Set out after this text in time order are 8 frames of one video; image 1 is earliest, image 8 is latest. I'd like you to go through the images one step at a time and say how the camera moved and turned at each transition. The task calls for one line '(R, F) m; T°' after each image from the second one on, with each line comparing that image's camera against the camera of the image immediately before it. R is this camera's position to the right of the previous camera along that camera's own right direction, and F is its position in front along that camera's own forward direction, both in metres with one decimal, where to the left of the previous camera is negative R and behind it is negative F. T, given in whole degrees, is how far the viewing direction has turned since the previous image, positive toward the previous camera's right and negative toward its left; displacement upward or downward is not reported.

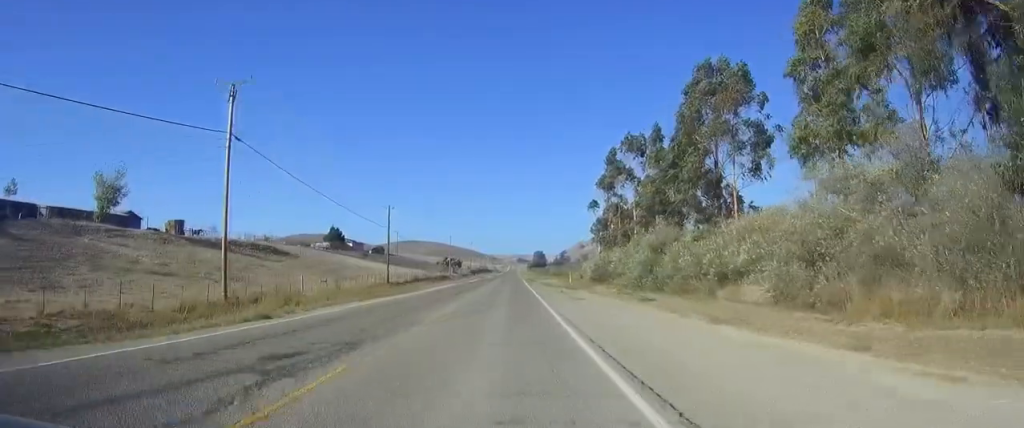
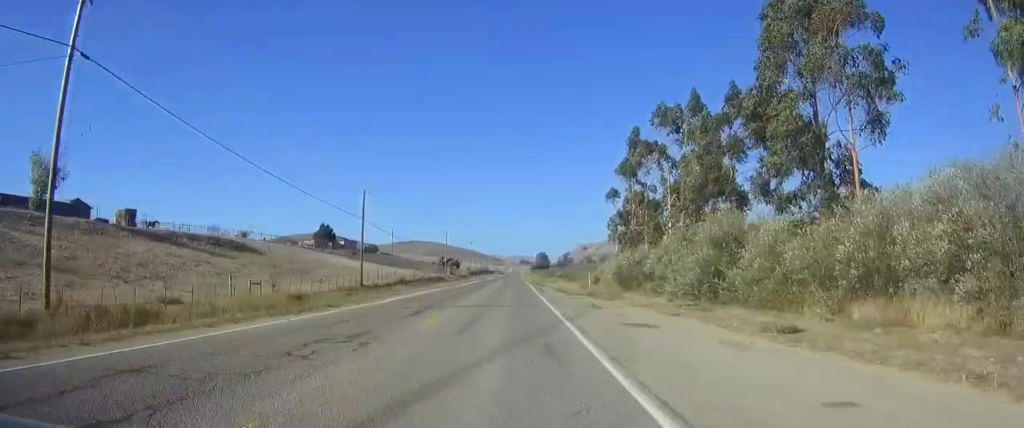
(+0.2, +17.1) m; 0°
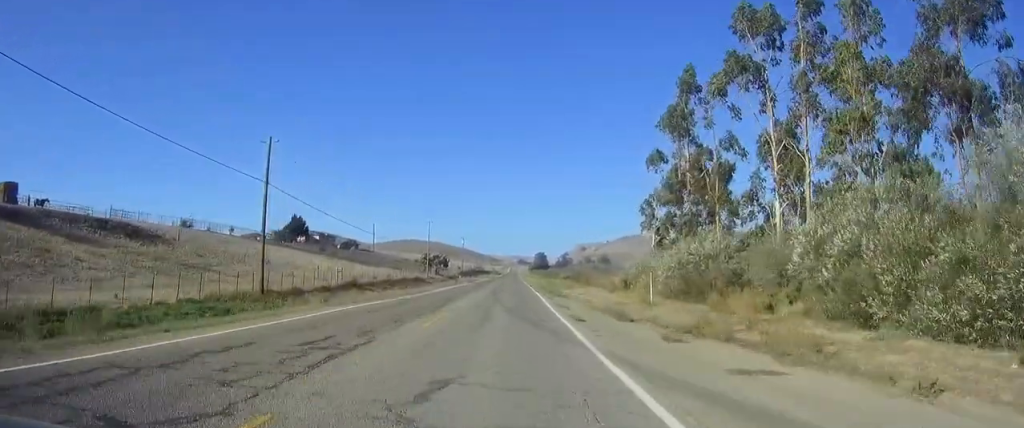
(-0.2, +28.2) m; -1°
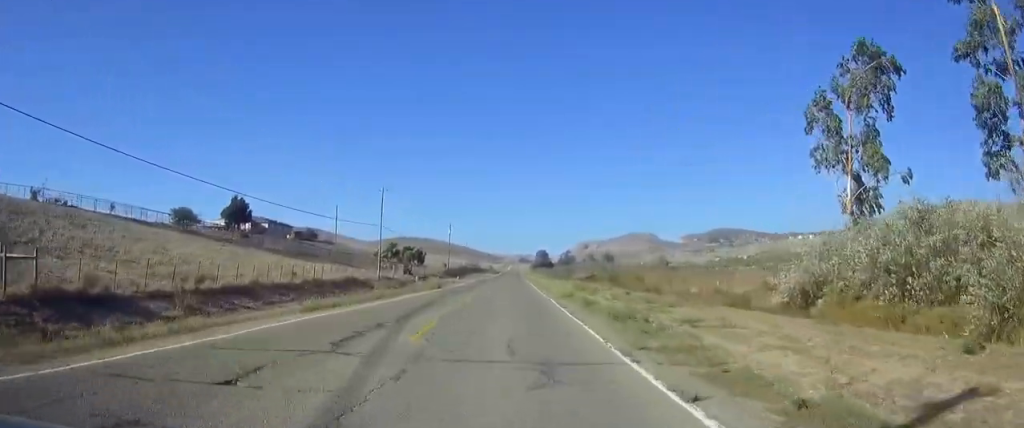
(0.0, +45.1) m; 0°
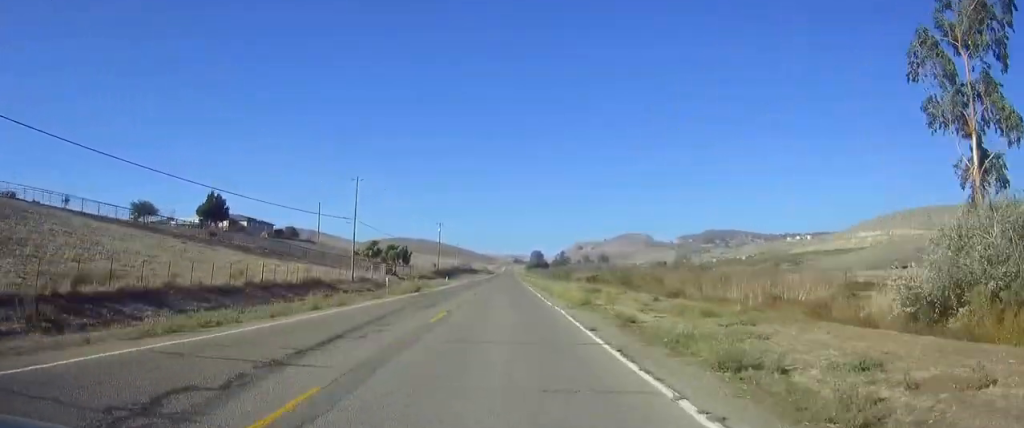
(-0.1, +10.6) m; 0°
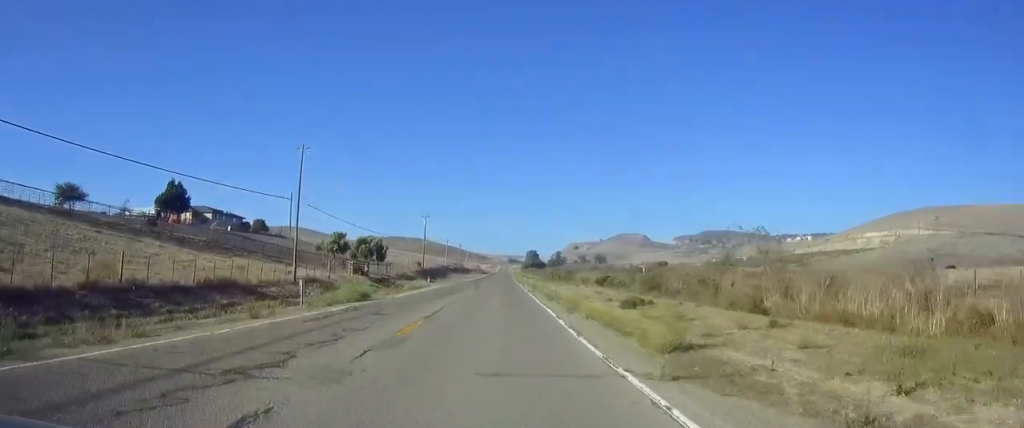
(+0.2, +17.3) m; 0°
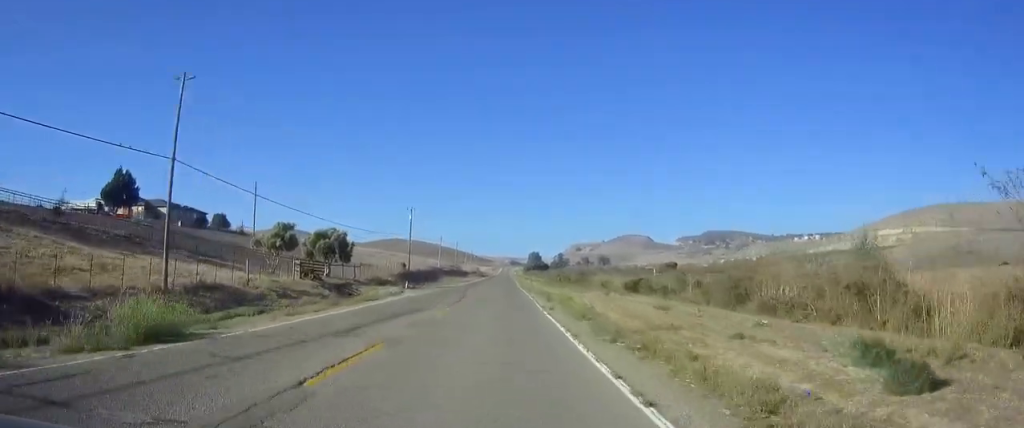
(0.0, +21.1) m; 0°
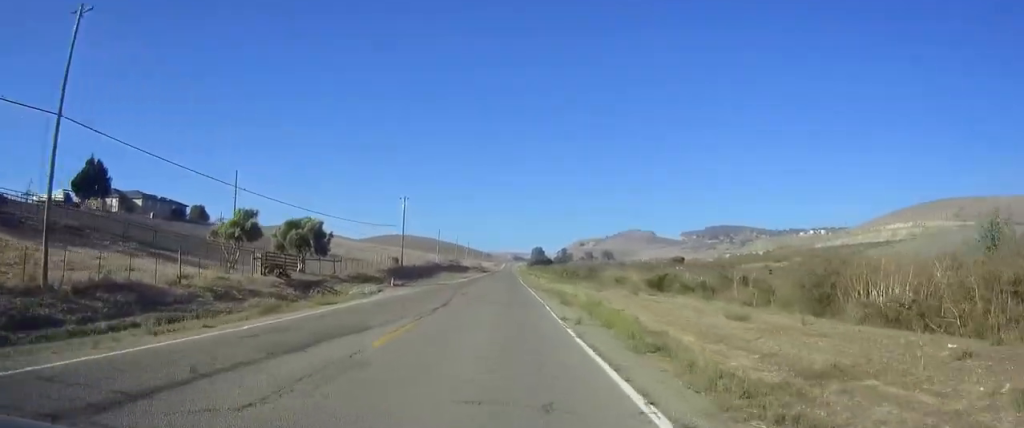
(0.0, +10.2) m; 0°
